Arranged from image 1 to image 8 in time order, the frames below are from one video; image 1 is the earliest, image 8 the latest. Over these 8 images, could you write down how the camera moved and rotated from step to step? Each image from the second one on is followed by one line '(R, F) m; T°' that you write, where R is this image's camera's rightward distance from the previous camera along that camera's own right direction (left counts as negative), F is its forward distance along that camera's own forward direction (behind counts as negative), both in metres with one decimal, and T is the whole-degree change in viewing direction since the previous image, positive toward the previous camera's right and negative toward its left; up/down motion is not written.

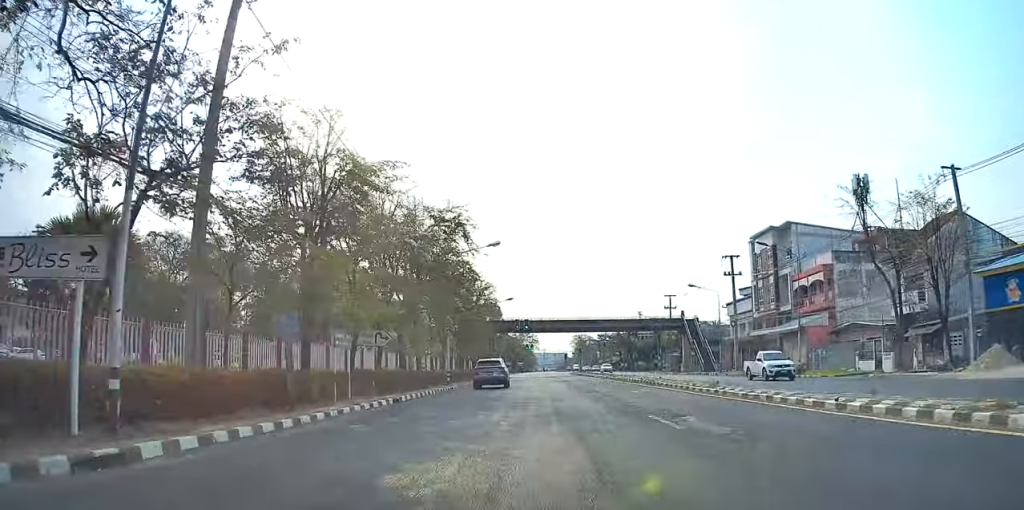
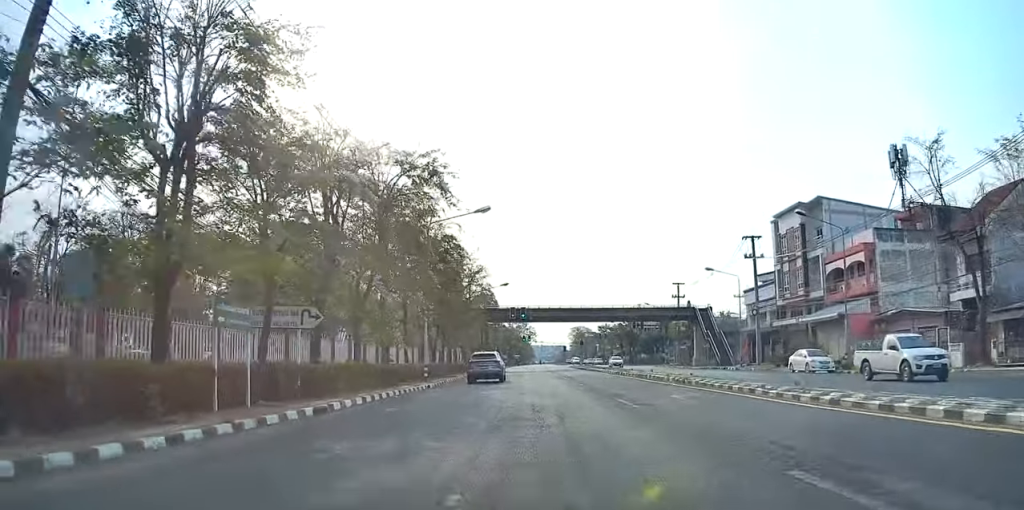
(0.0, +7.7) m; -1°
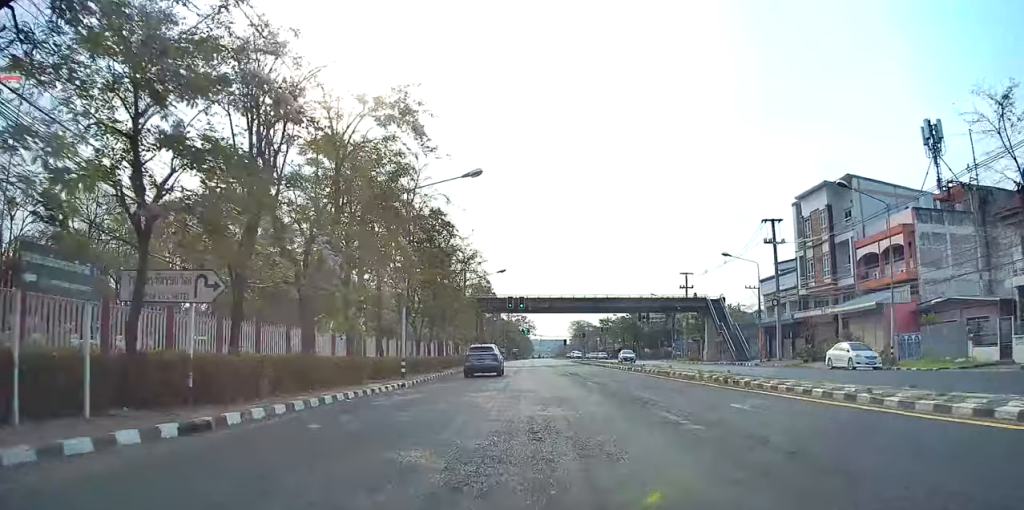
(0.0, +5.4) m; -1°
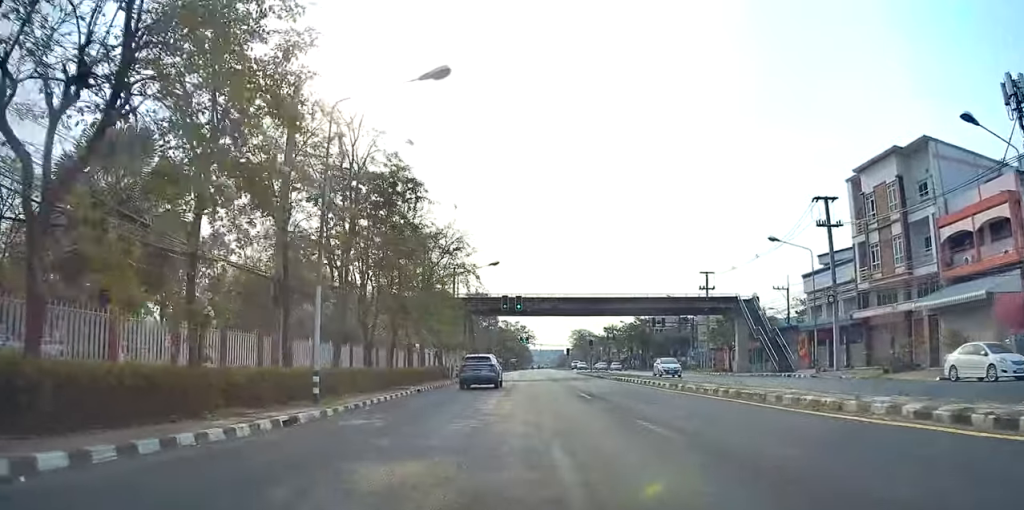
(-0.3, +10.8) m; -2°
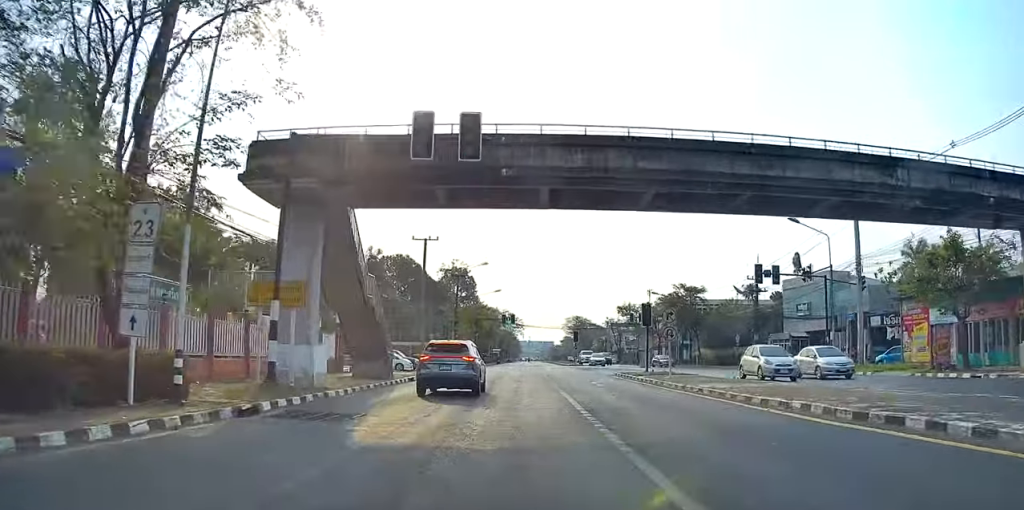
(-1.1, +41.2) m; -1°
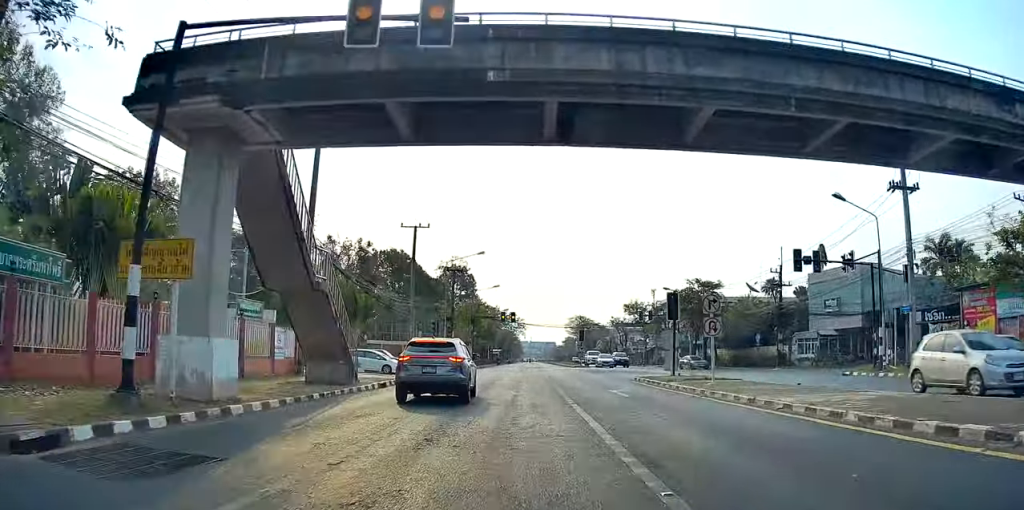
(+0.1, +6.2) m; +1°
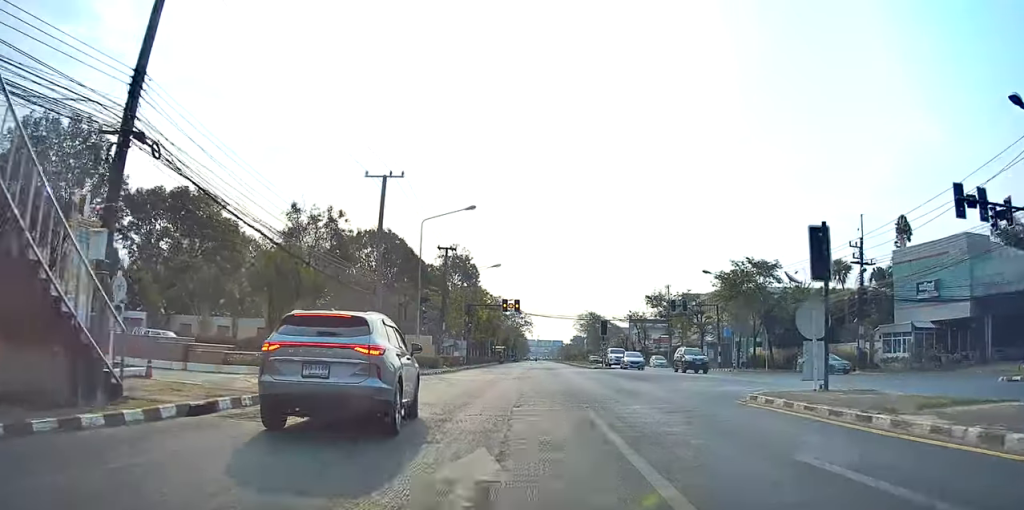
(-0.2, +15.7) m; -2°
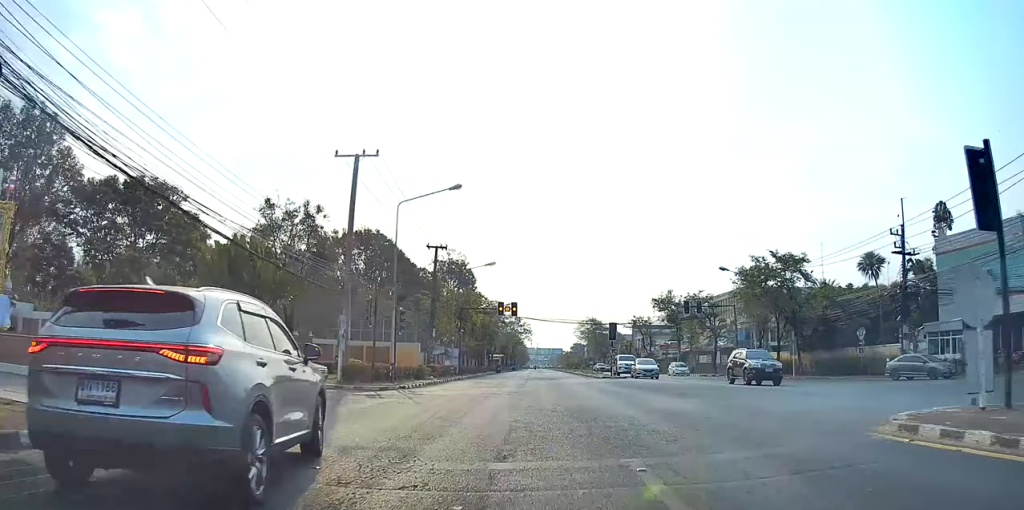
(-0.3, +6.5) m; 0°
